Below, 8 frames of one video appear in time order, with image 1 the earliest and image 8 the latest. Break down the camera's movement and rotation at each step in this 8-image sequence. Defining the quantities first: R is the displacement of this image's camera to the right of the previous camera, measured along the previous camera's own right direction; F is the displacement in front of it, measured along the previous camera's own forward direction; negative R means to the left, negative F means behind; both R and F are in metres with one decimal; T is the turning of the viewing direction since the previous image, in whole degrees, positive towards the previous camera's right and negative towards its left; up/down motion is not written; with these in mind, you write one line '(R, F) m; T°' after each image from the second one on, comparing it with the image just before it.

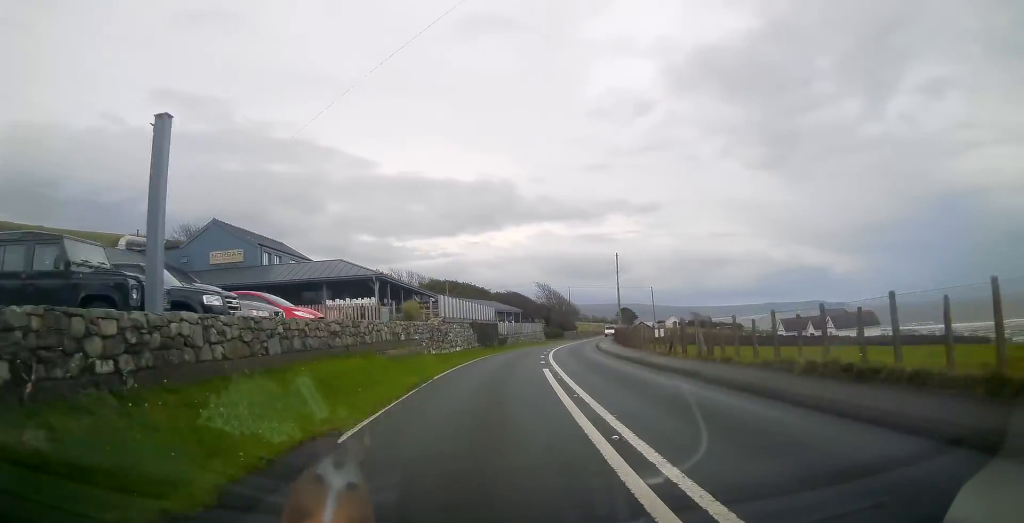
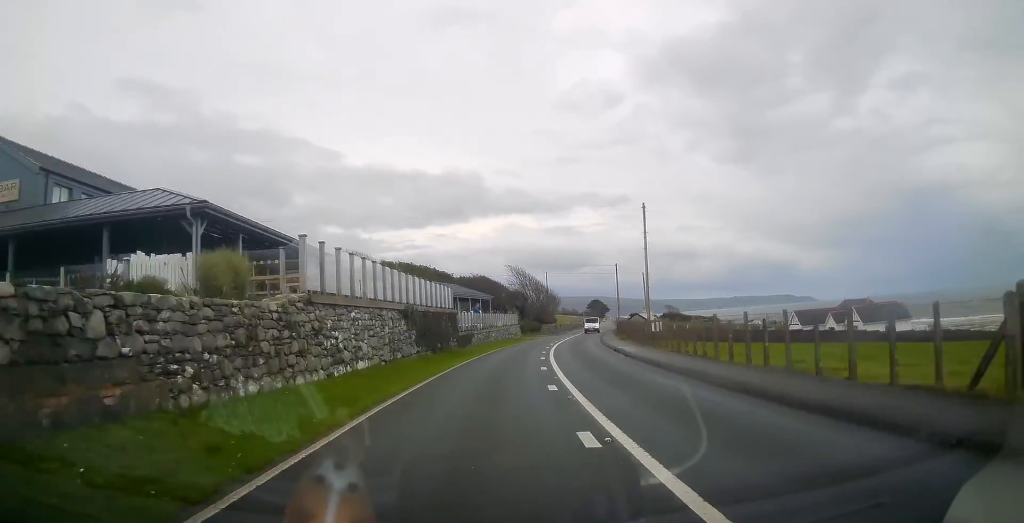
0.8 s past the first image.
(+0.4, +17.6) m; +3°
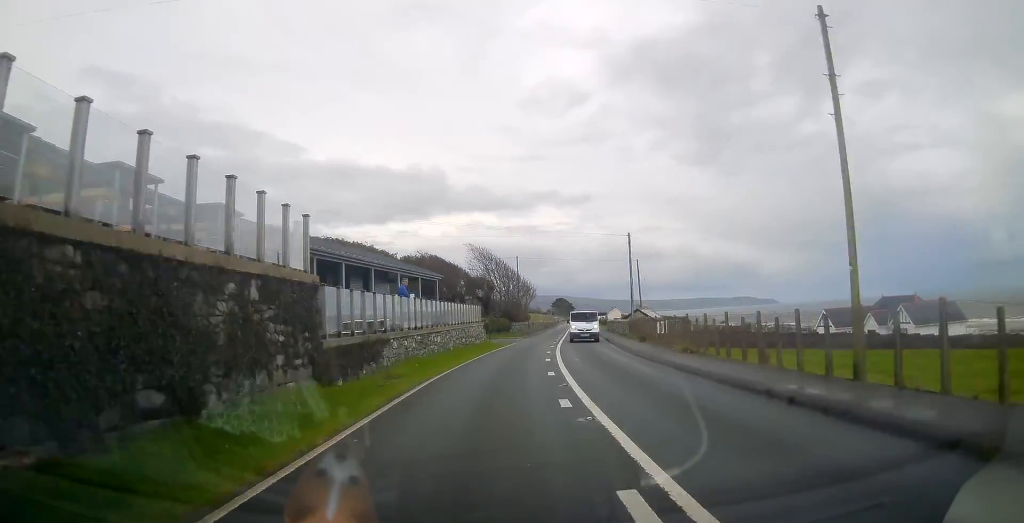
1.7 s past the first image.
(+0.6, +20.5) m; +4°
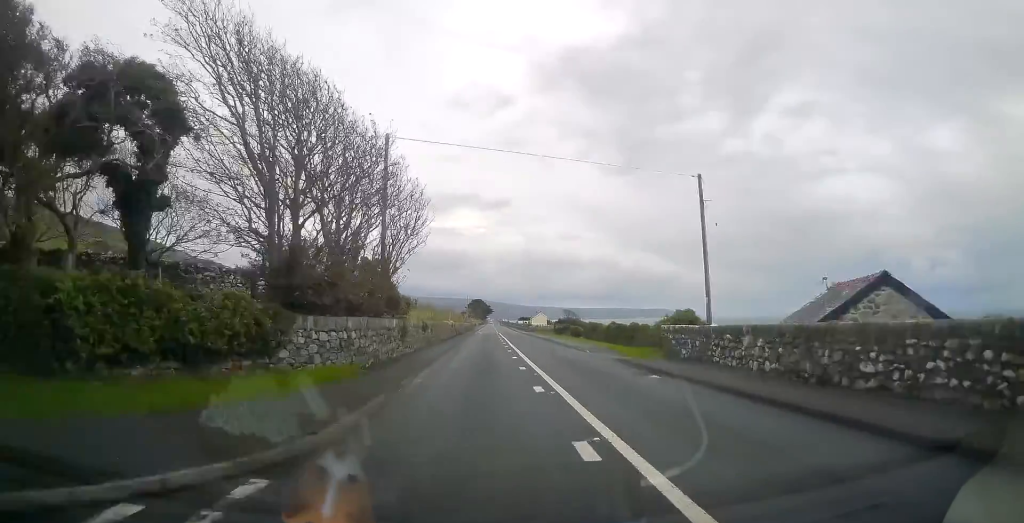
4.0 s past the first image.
(+3.8, +50.7) m; +7°
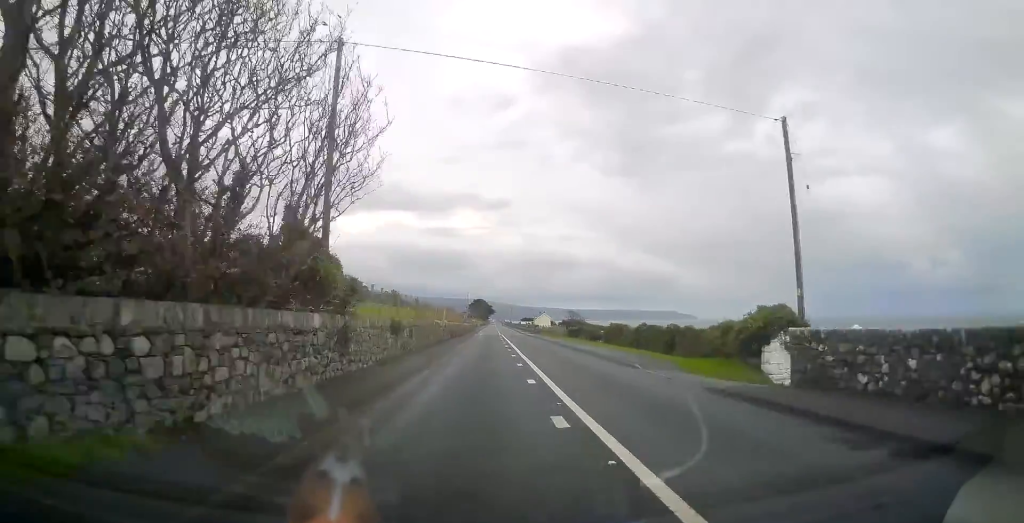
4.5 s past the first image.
(+0.1, +9.7) m; 0°
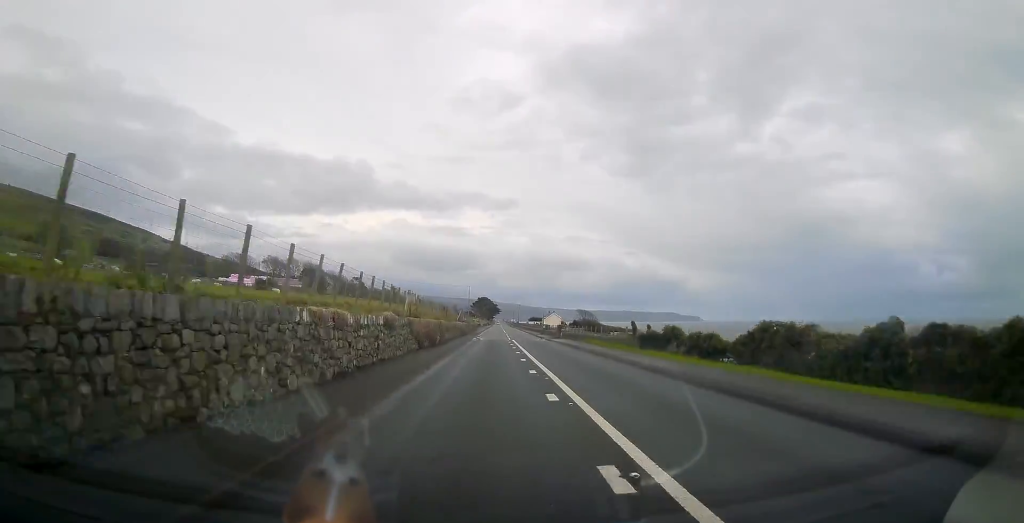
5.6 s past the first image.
(+0.1, +26.6) m; 0°
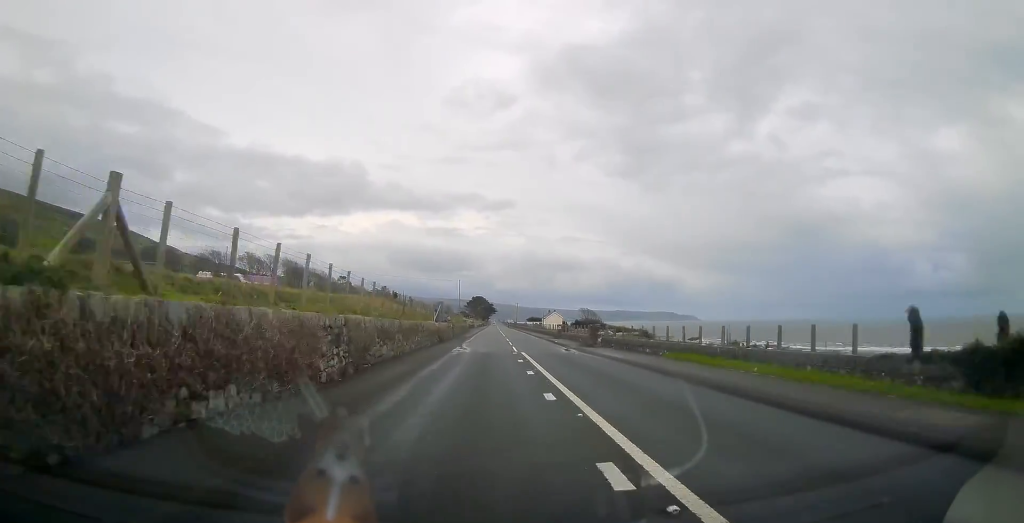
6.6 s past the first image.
(-0.1, +23.3) m; 0°
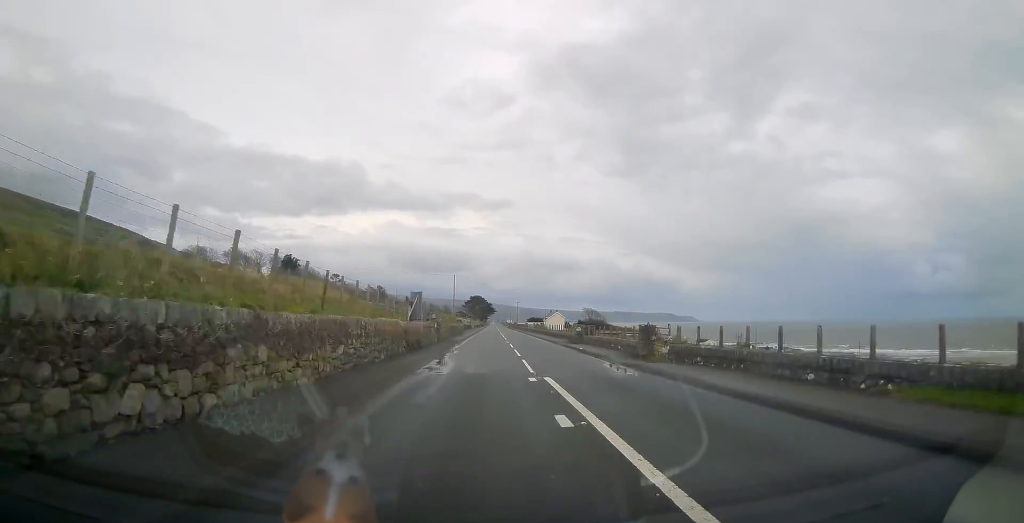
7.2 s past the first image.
(0.0, +14.2) m; 0°
